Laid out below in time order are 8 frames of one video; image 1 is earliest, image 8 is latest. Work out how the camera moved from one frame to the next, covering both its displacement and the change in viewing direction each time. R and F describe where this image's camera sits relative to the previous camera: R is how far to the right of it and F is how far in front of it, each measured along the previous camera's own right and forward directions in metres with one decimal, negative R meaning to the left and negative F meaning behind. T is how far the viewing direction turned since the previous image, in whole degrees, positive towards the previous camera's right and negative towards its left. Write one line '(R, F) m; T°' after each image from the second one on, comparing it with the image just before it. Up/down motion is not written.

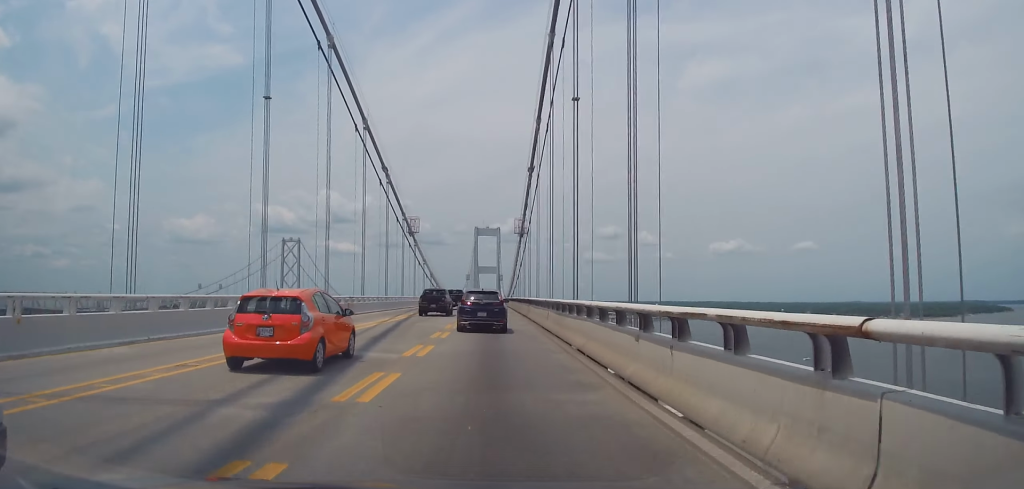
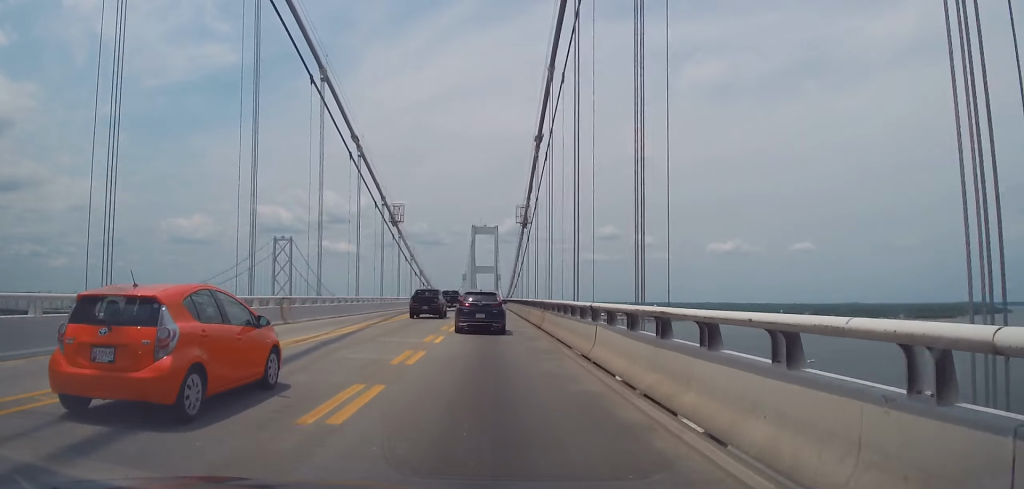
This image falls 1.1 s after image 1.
(0.0, +13.8) m; +2°
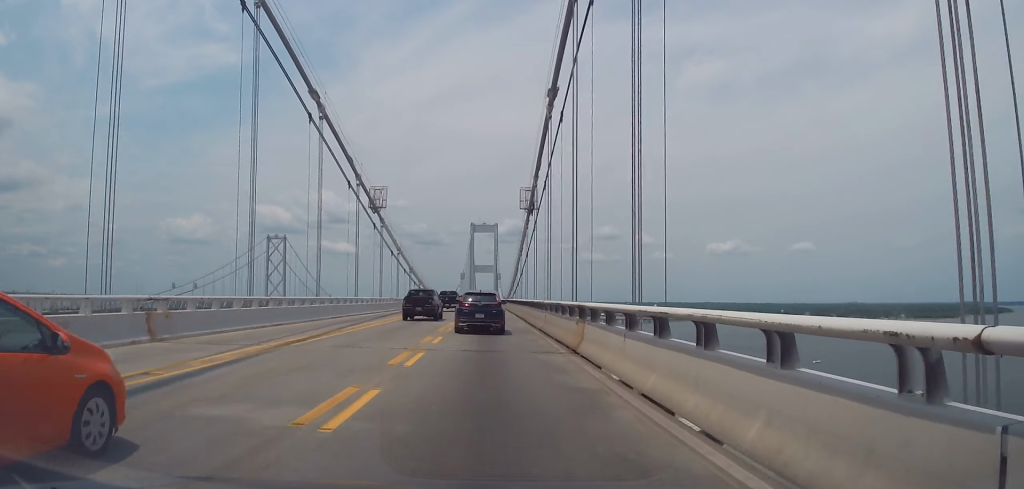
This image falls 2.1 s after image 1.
(+0.4, +12.5) m; +1°
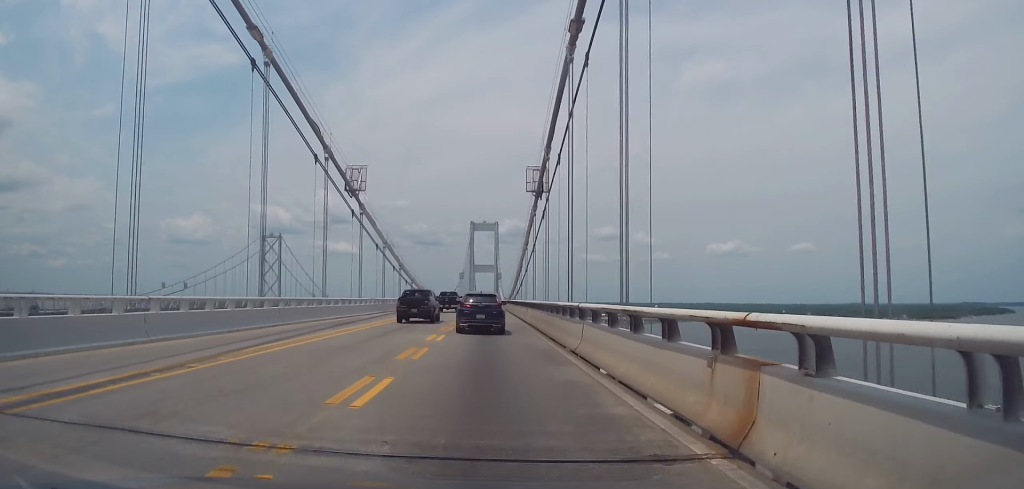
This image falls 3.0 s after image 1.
(-0.2, +10.9) m; -2°
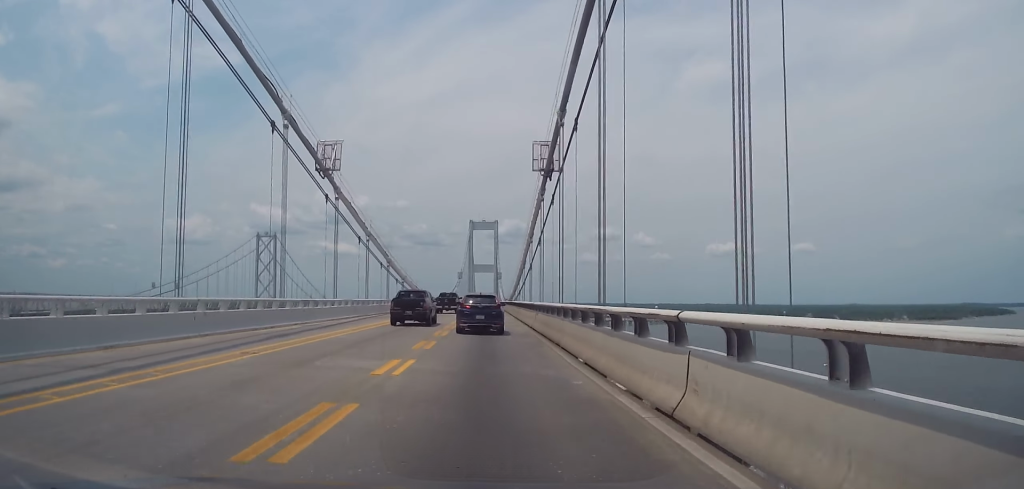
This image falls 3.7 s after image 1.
(-0.2, +8.9) m; 0°
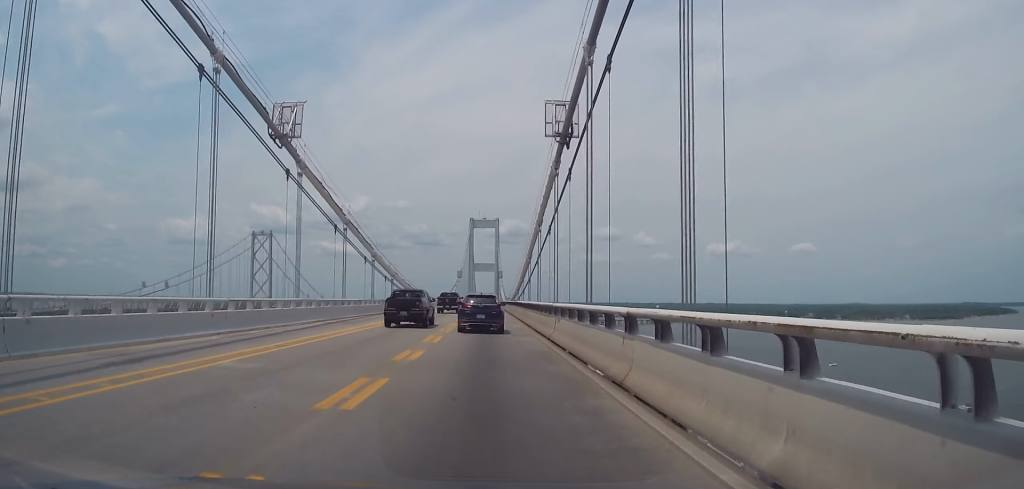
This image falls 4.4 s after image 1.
(-0.1, +9.5) m; +1°
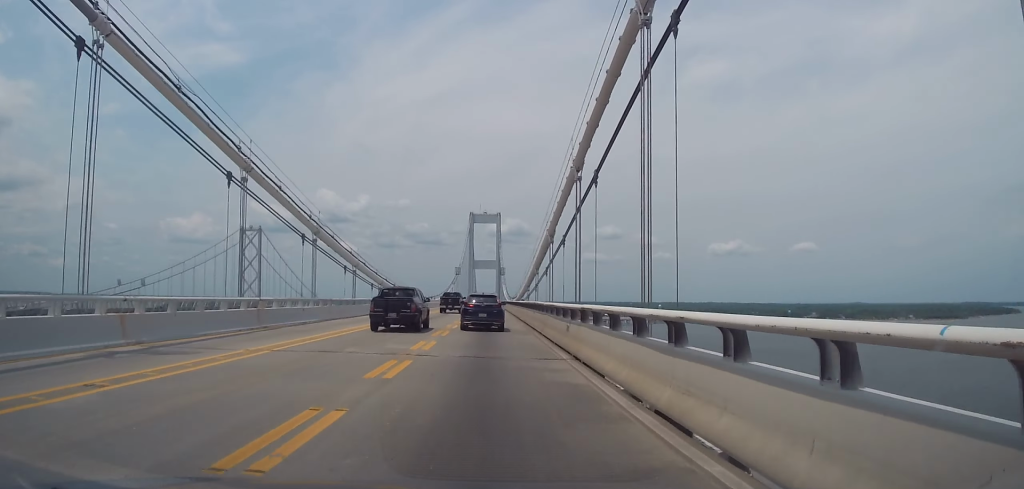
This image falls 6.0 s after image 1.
(+0.6, +21.4) m; -1°
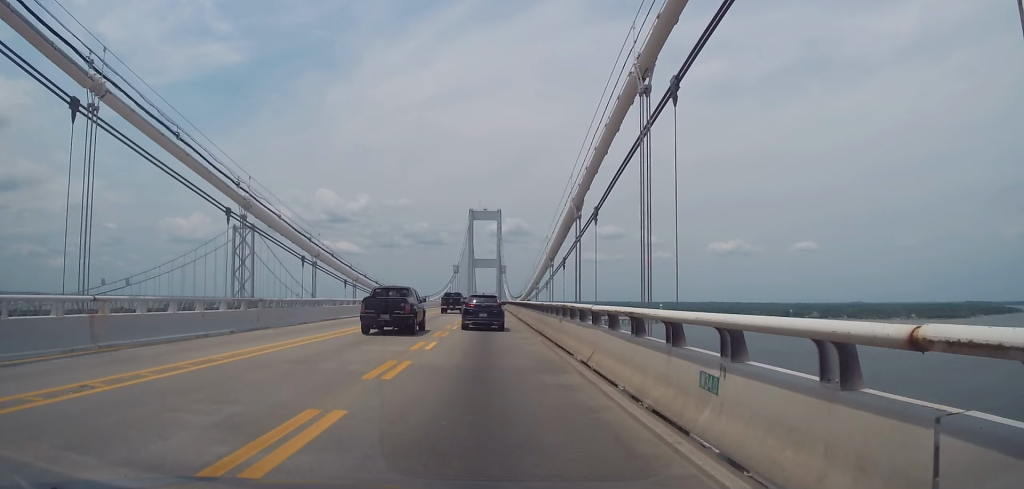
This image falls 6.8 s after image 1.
(-0.4, +12.4) m; -1°
